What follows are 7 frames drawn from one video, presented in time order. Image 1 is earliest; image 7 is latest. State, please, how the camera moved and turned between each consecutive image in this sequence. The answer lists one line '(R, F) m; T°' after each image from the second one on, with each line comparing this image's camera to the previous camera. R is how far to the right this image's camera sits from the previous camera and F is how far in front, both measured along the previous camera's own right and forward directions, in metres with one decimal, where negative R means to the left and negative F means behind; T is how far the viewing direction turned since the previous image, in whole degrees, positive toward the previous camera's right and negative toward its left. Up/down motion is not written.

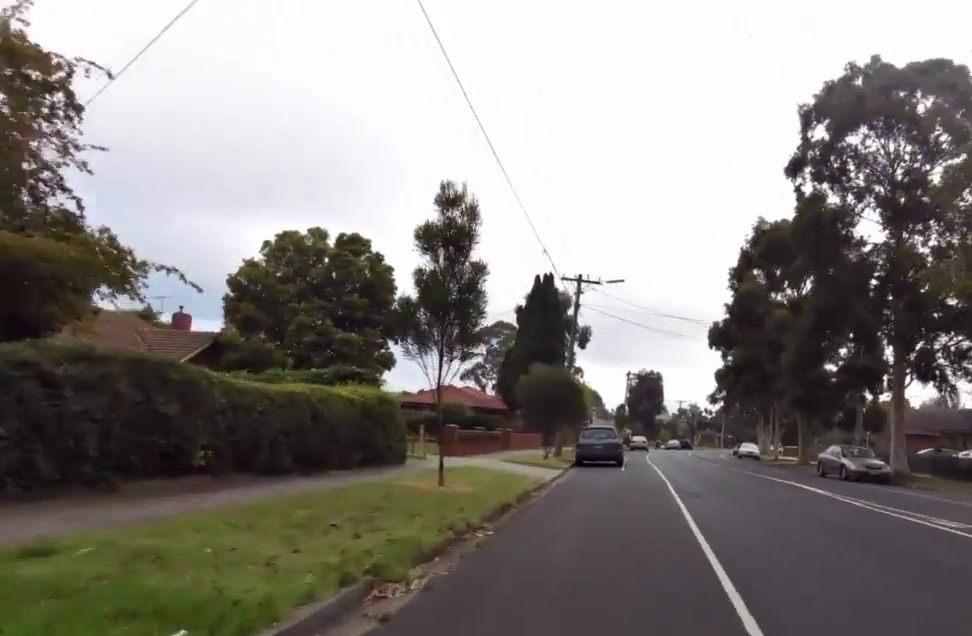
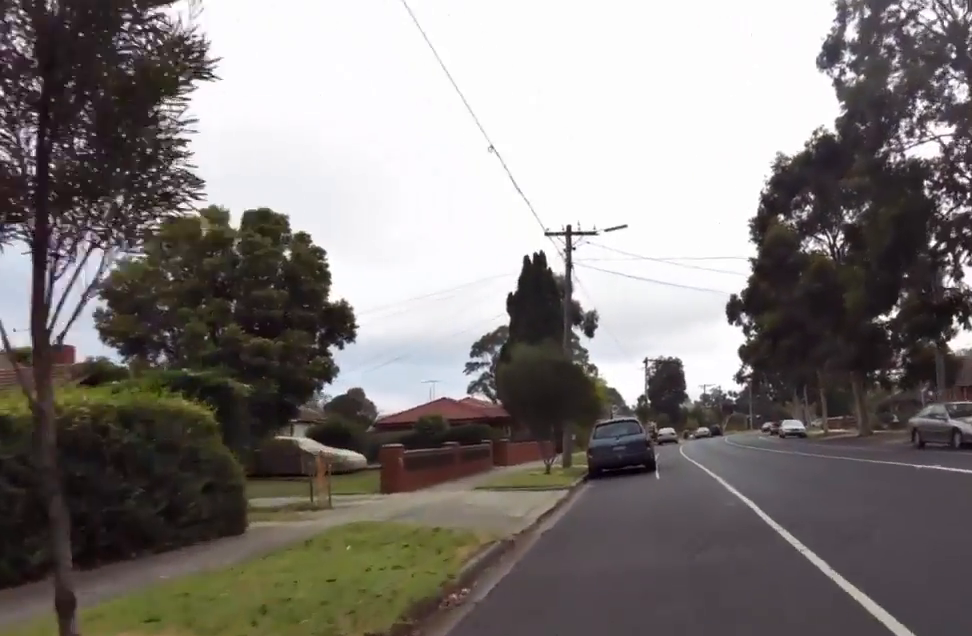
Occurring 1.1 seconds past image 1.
(-0.3, +8.7) m; +5°
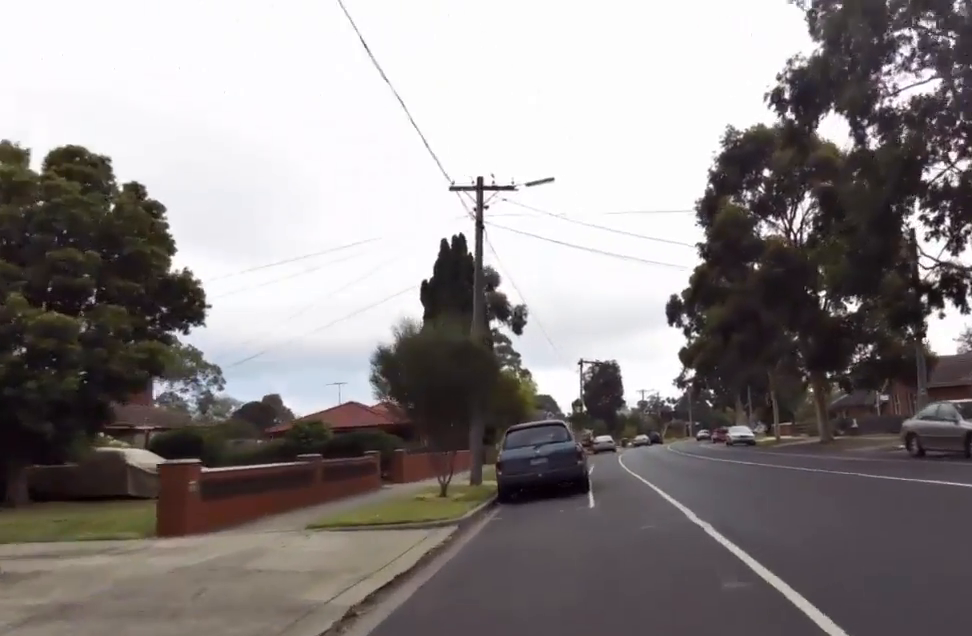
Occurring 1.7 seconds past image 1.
(+0.5, +5.2) m; +5°
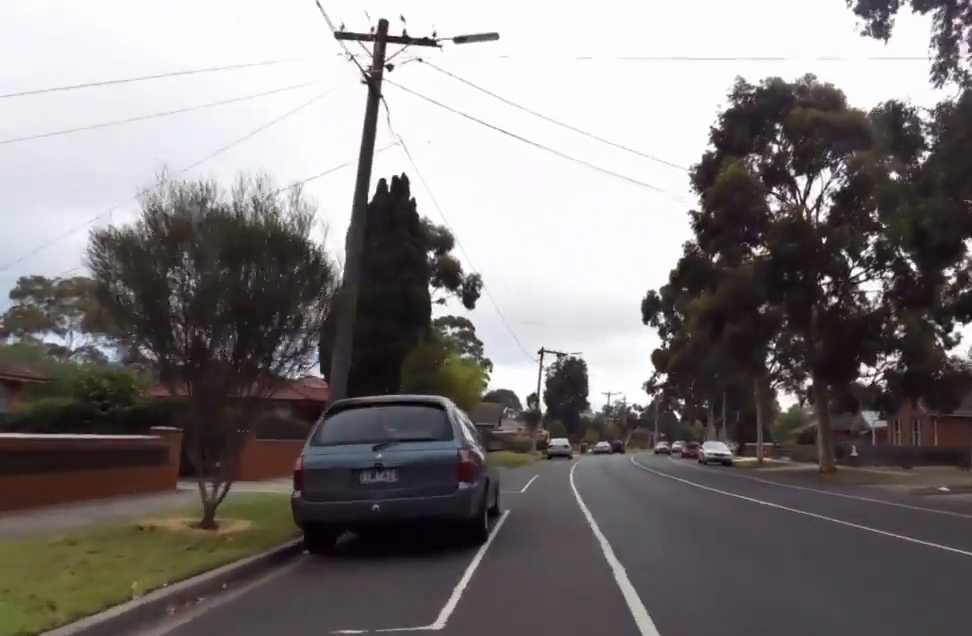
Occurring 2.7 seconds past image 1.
(+0.6, +7.4) m; +1°
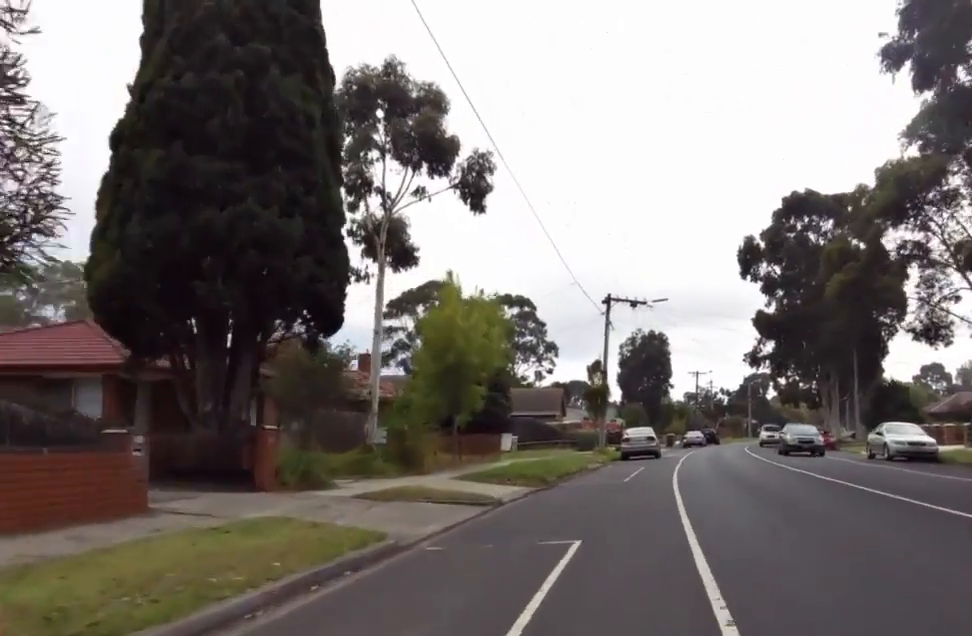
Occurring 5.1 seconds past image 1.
(-1.2, +19.7) m; +2°
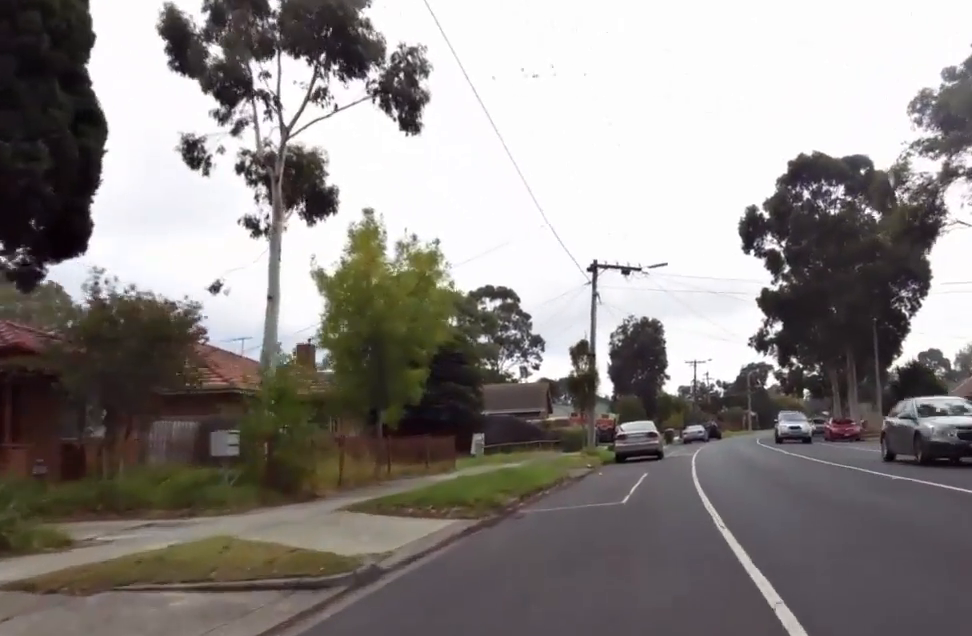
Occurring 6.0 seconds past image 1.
(+0.3, +7.0) m; -4°
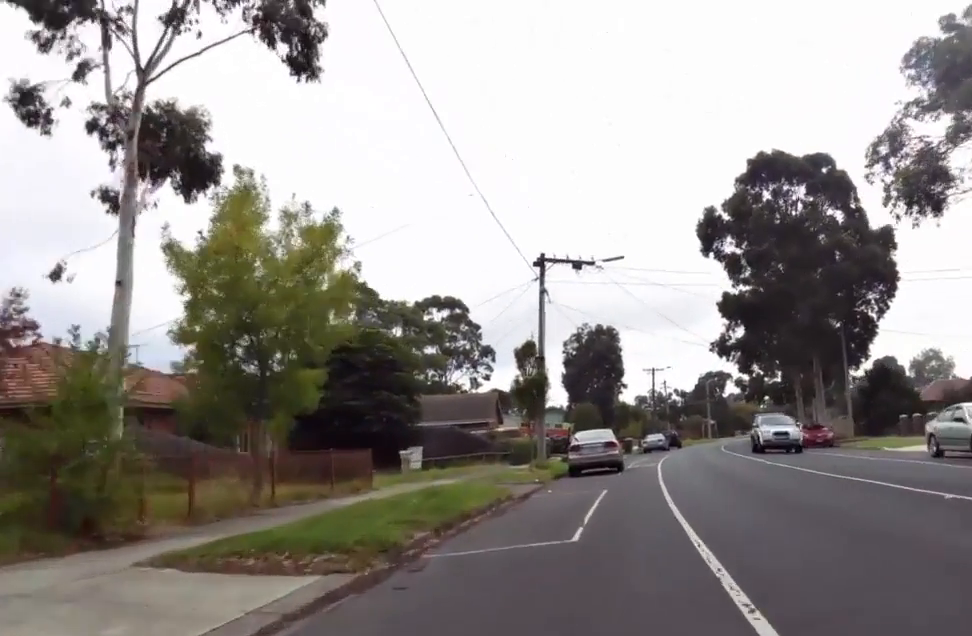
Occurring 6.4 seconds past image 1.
(0.0, +3.5) m; -2°
